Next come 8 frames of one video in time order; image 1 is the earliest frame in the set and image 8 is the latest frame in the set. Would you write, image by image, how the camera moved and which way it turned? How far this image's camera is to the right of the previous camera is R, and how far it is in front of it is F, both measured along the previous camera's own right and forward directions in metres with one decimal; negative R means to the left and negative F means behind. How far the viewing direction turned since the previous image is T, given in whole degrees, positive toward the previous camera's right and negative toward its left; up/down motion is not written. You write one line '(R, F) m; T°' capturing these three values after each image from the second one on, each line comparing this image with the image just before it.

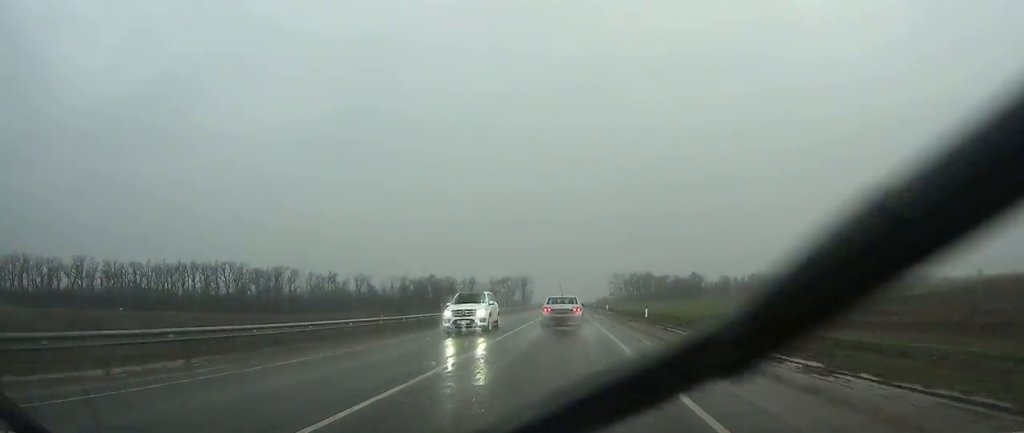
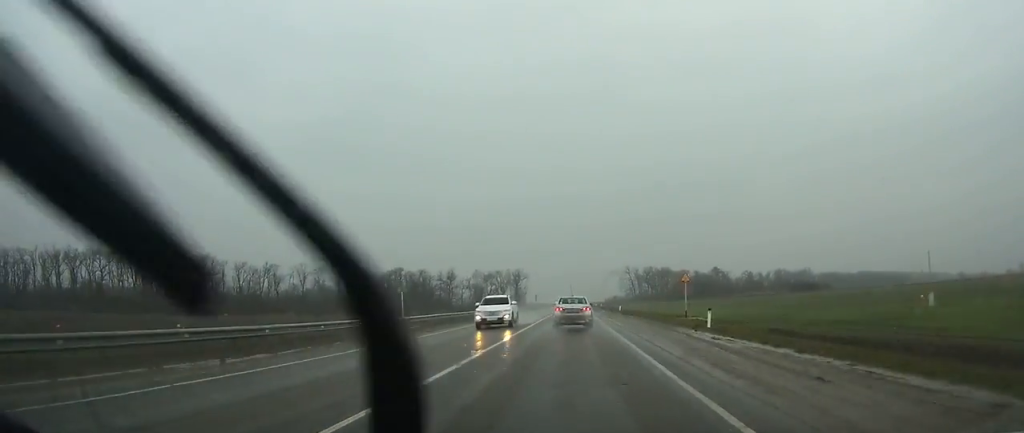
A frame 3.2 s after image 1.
(-0.1, +65.6) m; 0°
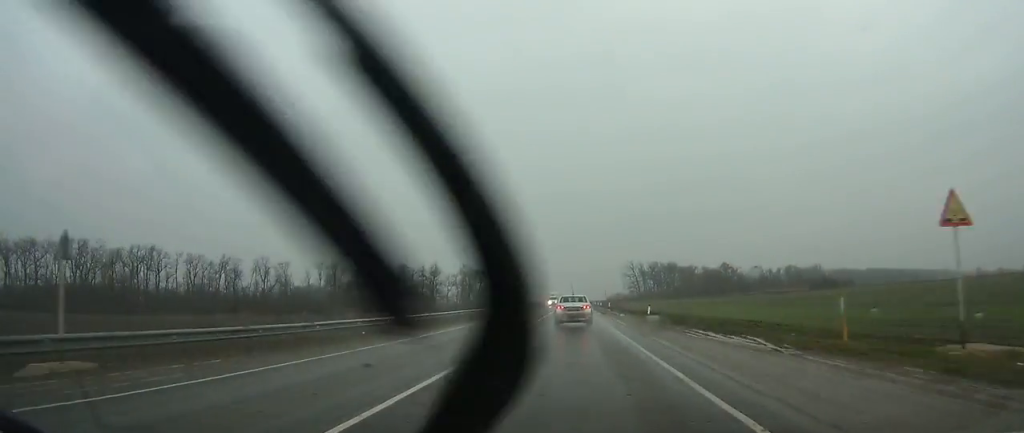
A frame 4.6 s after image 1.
(+0.1, +29.1) m; 0°
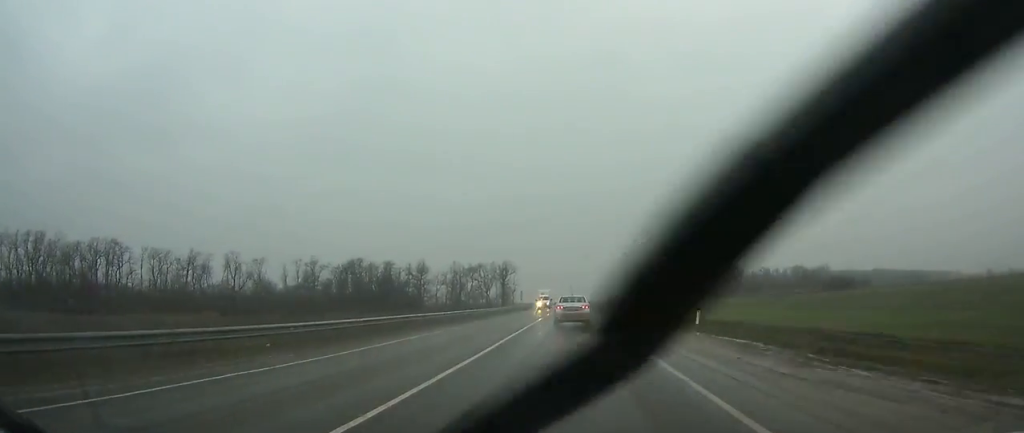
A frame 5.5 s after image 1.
(0.0, +18.1) m; 0°
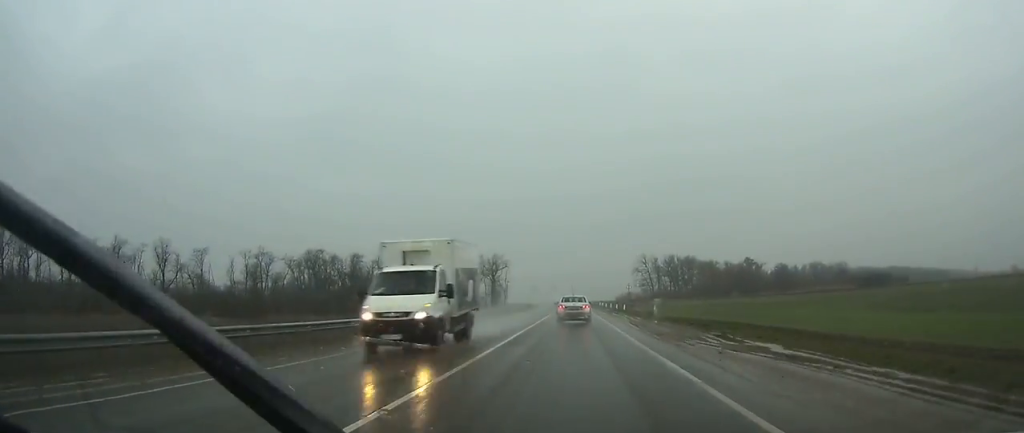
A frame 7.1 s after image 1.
(0.0, +35.0) m; 0°
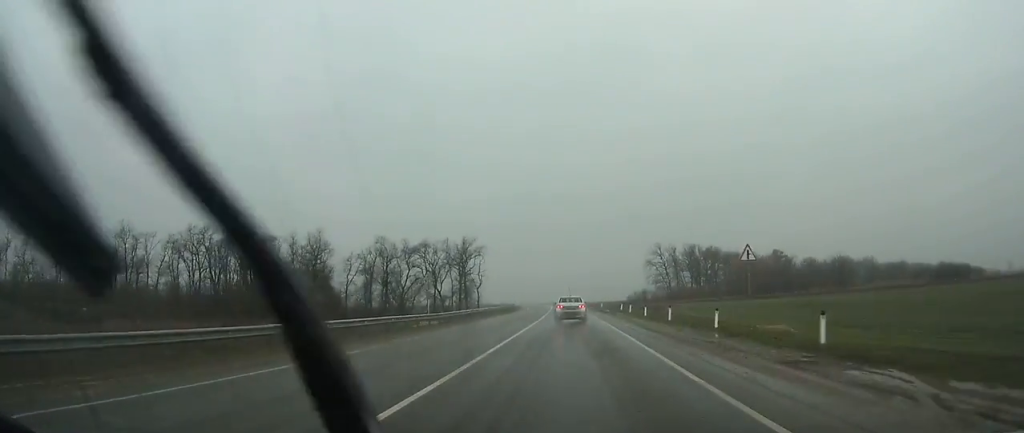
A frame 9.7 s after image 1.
(-0.2, +53.5) m; -1°
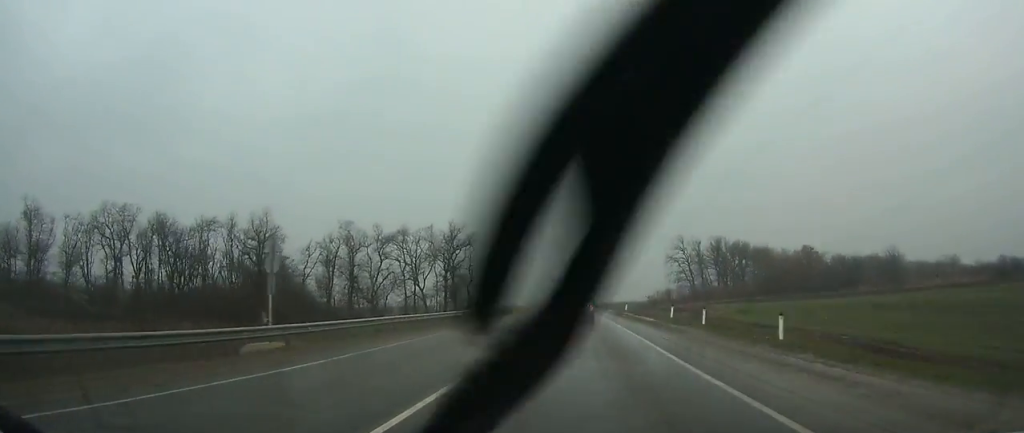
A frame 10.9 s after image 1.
(-0.1, +26.8) m; 0°
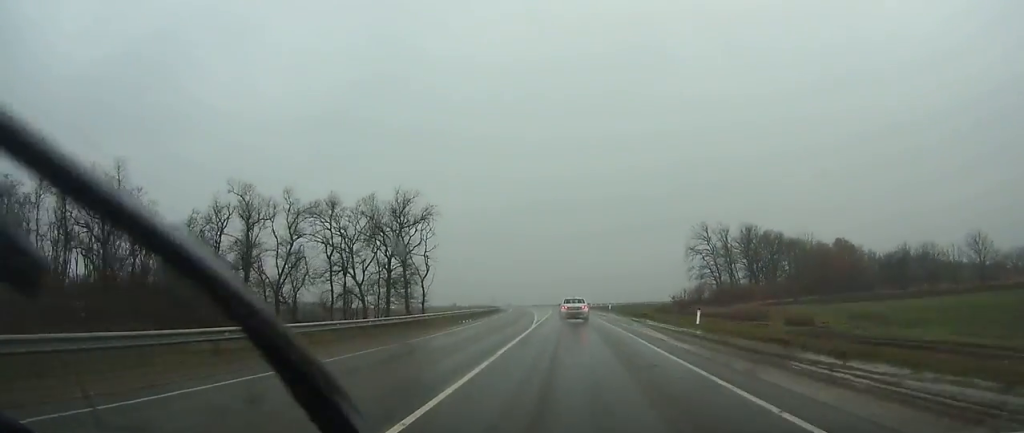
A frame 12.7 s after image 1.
(-0.1, +36.6) m; 0°
